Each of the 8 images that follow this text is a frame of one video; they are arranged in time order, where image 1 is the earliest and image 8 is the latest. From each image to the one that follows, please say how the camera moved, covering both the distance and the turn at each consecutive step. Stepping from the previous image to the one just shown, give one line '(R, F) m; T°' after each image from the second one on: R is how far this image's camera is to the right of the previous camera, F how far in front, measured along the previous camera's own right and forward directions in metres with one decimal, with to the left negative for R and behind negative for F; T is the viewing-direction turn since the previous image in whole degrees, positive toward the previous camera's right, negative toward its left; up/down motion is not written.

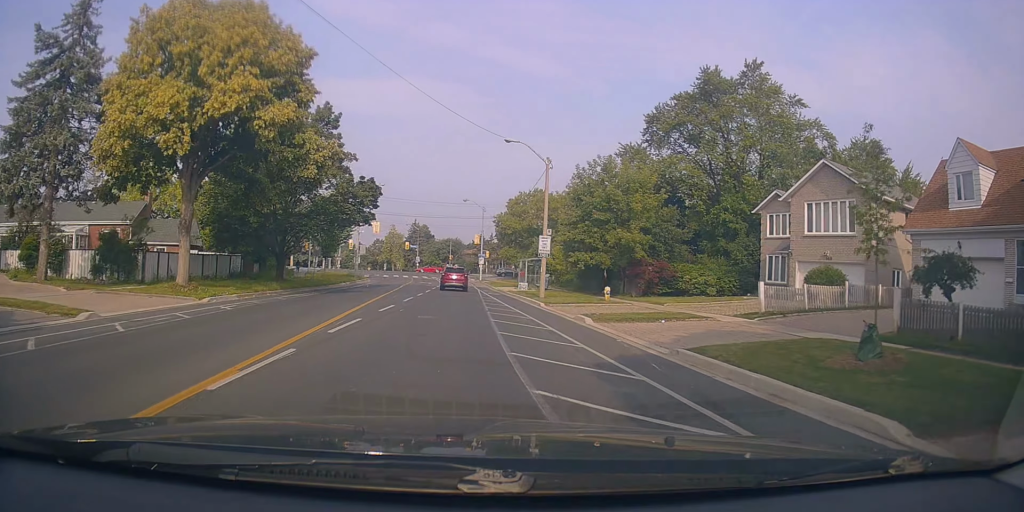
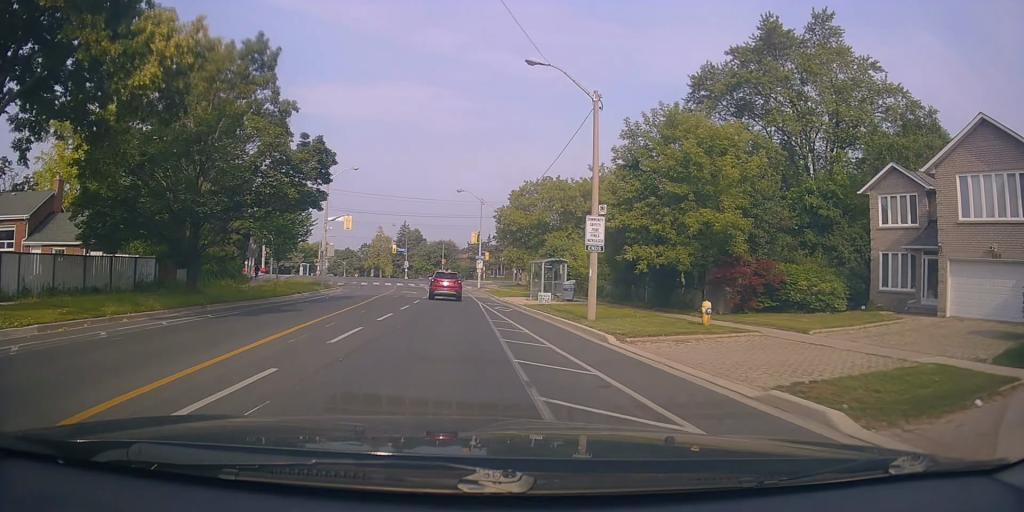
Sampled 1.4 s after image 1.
(0.0, +13.0) m; 0°
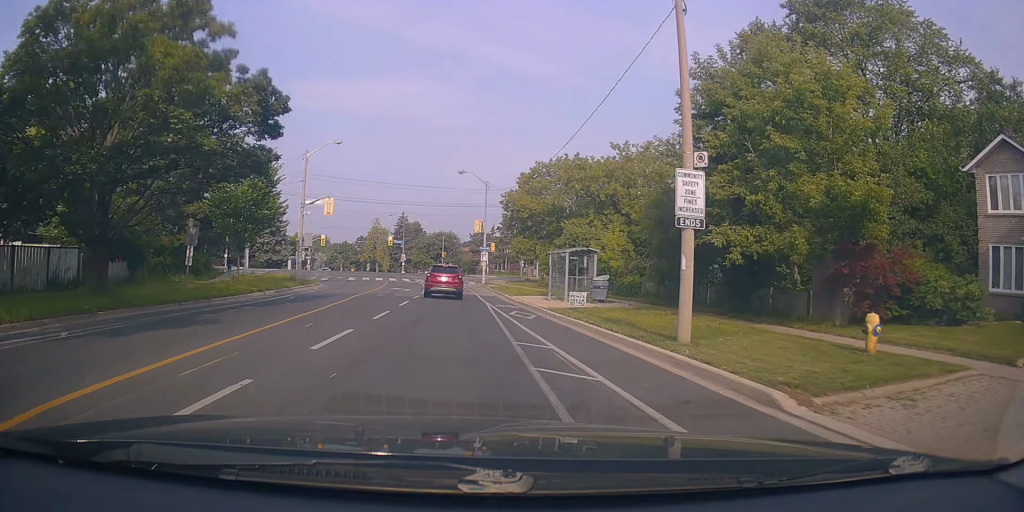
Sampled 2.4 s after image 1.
(0.0, +7.7) m; 0°
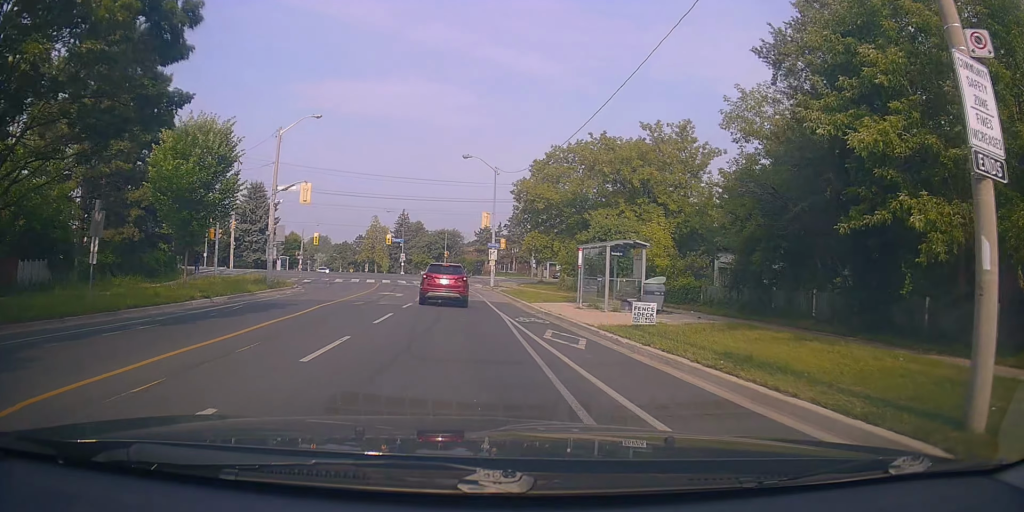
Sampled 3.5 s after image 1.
(0.0, +6.3) m; 0°
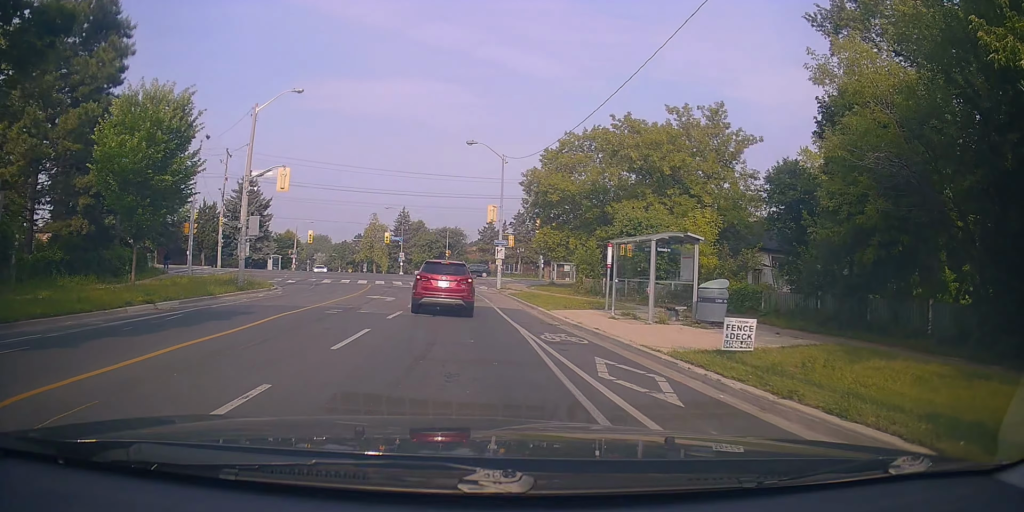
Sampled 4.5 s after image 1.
(0.0, +4.9) m; 0°
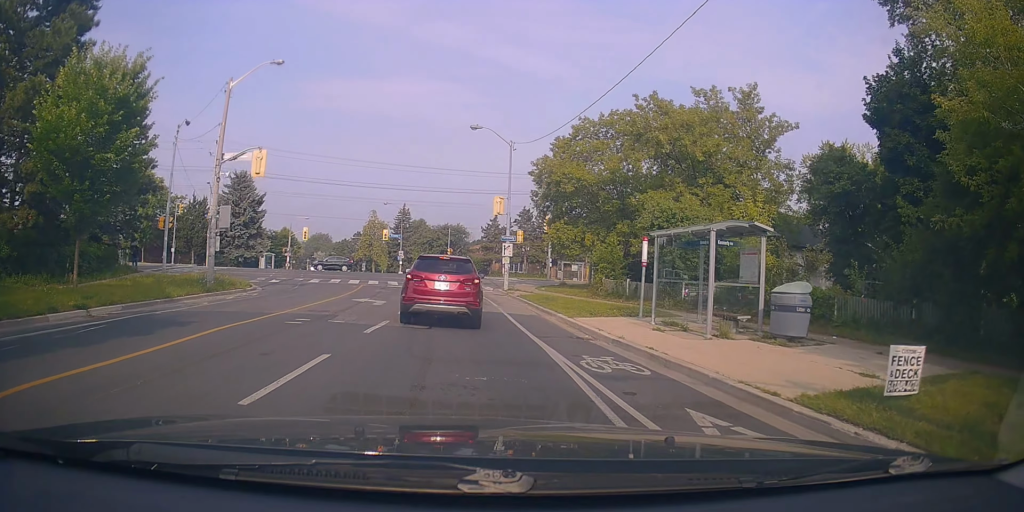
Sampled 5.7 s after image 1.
(0.0, +3.7) m; 0°
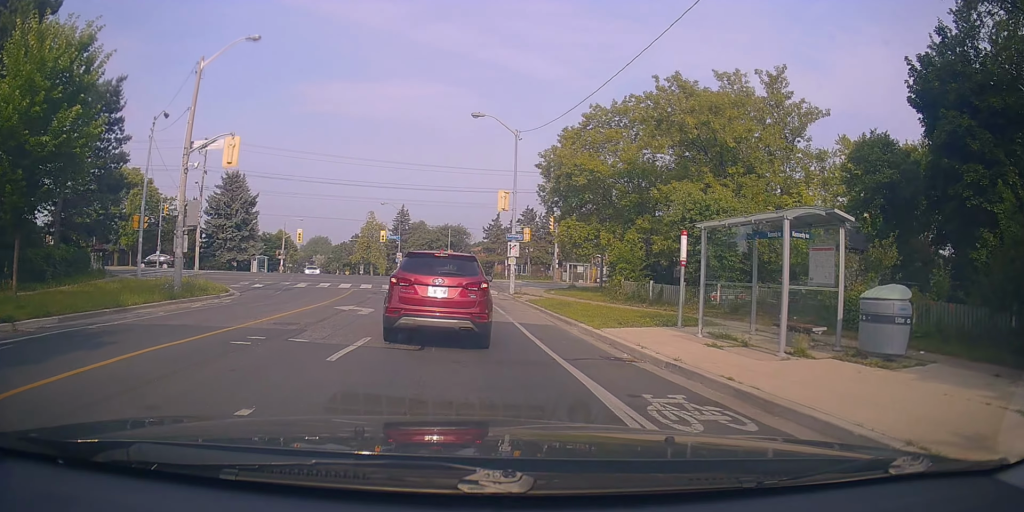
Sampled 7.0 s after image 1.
(0.0, +2.4) m; 0°
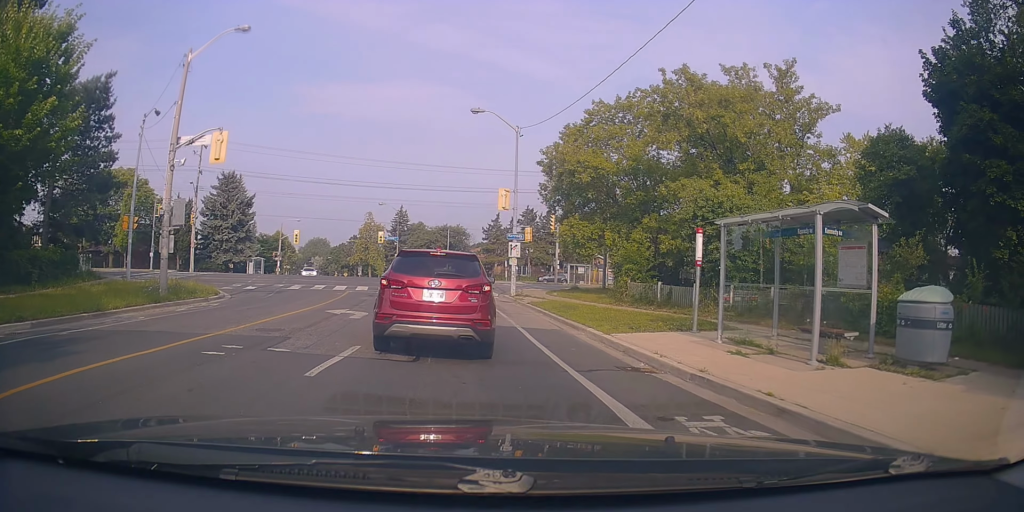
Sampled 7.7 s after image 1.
(0.0, +1.1) m; 0°
